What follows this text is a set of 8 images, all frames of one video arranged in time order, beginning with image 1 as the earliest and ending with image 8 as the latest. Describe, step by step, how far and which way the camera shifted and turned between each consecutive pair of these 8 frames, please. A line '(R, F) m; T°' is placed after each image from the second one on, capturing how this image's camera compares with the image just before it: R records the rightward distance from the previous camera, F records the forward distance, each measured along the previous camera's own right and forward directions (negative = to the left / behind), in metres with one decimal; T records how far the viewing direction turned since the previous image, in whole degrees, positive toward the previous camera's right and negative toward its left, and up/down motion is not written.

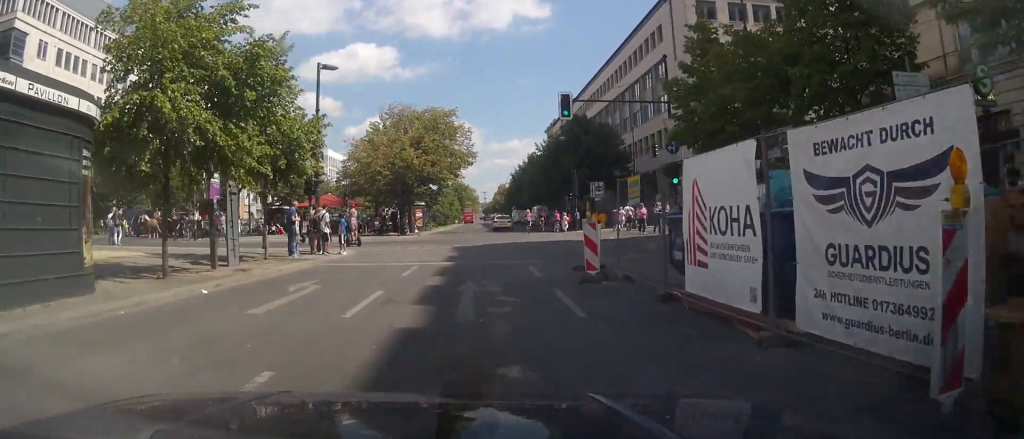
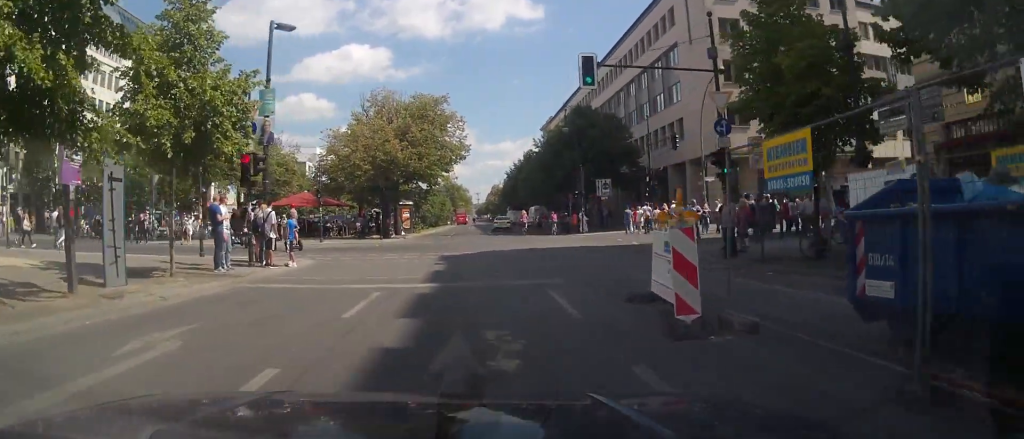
(0.0, +5.6) m; +2°
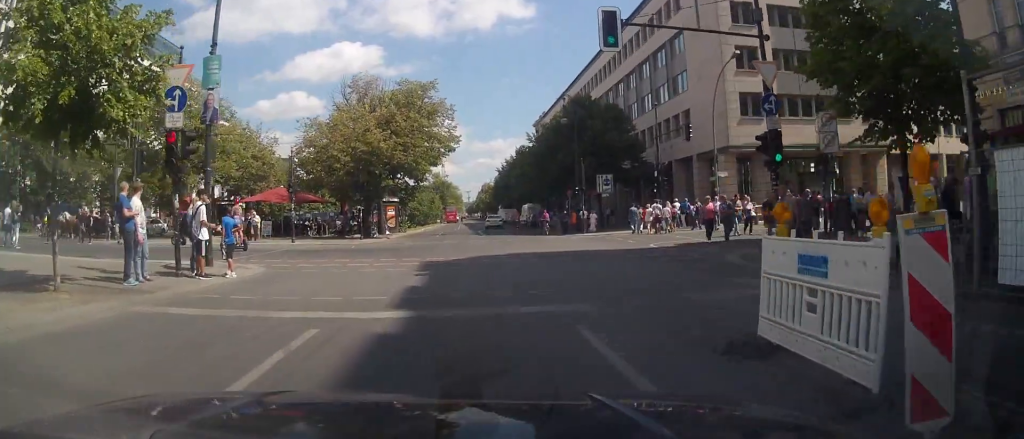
(+0.1, +3.9) m; -3°
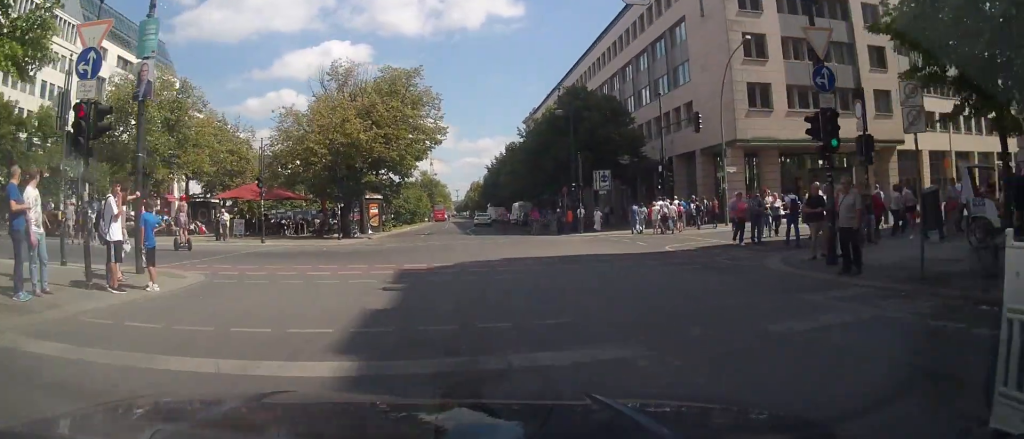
(-0.1, +3.1) m; -1°
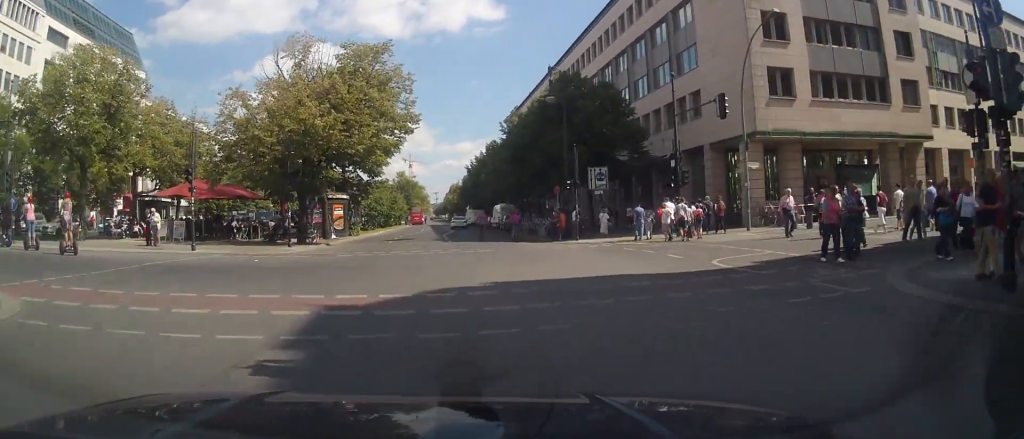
(-0.2, +5.6) m; +1°
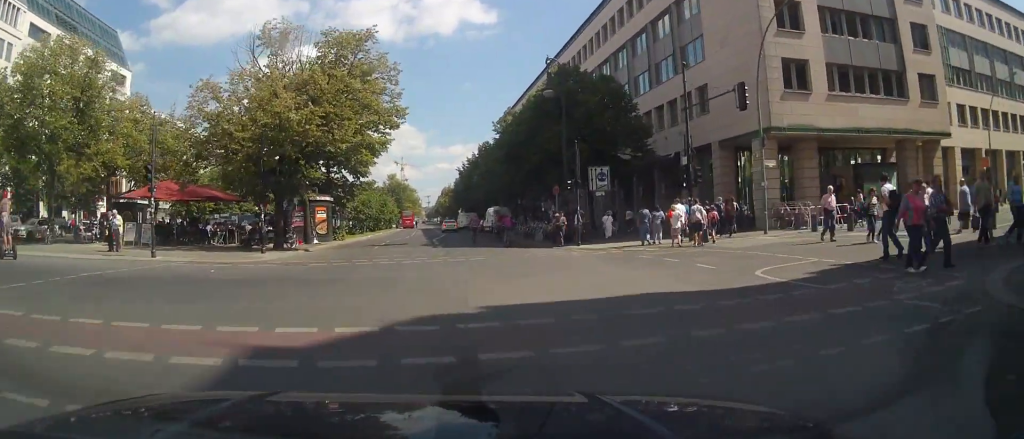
(+0.2, +2.7) m; +1°
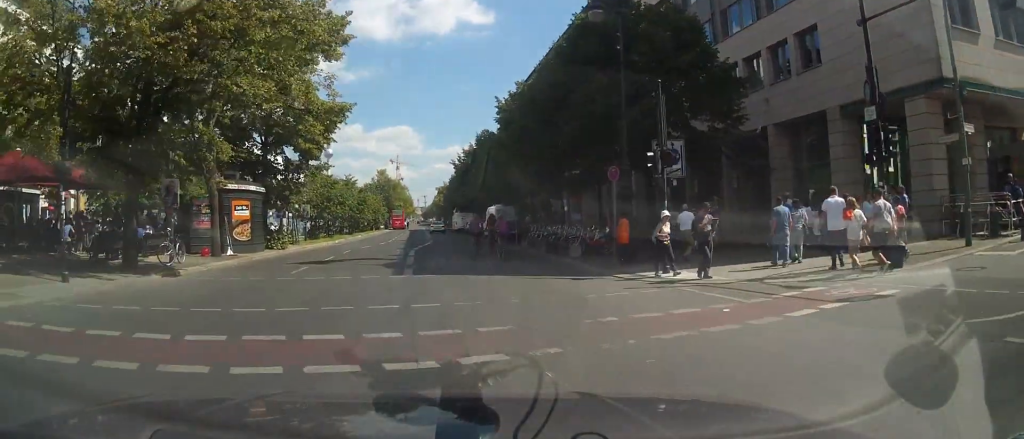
(+0.1, +13.3) m; 0°
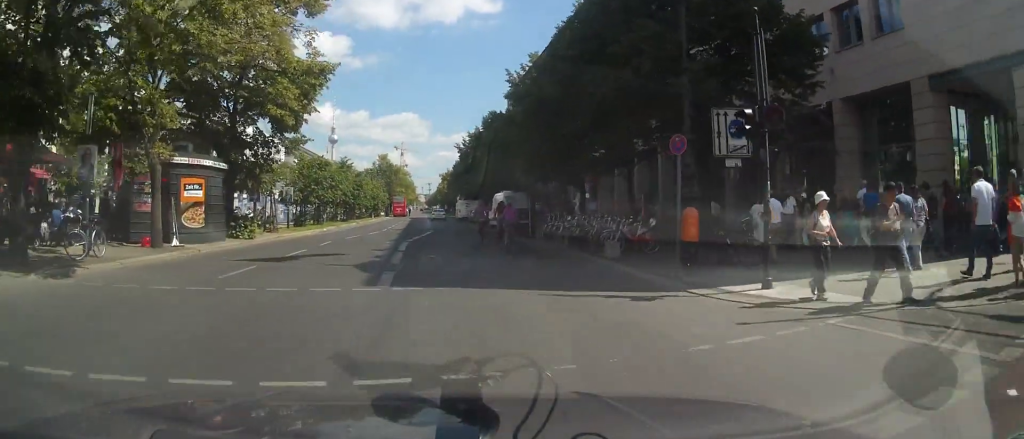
(0.0, +5.2) m; -1°
